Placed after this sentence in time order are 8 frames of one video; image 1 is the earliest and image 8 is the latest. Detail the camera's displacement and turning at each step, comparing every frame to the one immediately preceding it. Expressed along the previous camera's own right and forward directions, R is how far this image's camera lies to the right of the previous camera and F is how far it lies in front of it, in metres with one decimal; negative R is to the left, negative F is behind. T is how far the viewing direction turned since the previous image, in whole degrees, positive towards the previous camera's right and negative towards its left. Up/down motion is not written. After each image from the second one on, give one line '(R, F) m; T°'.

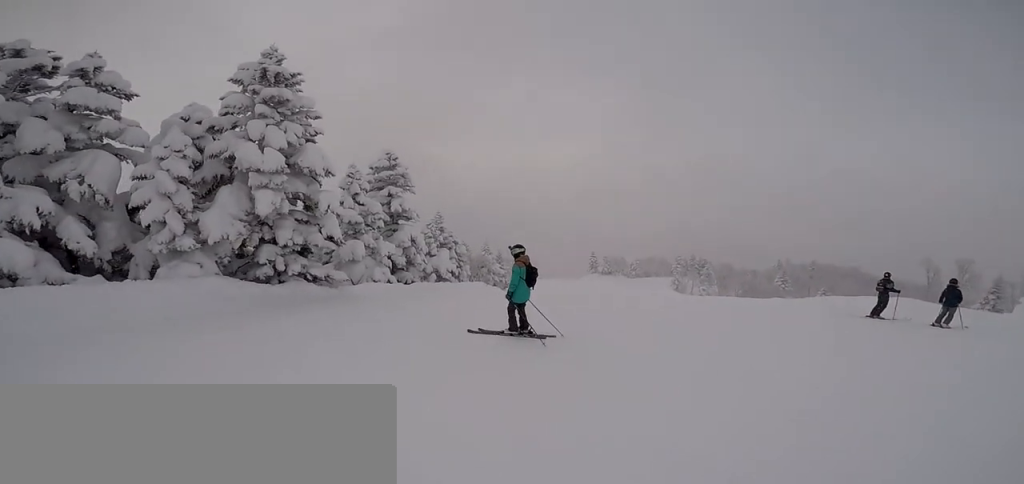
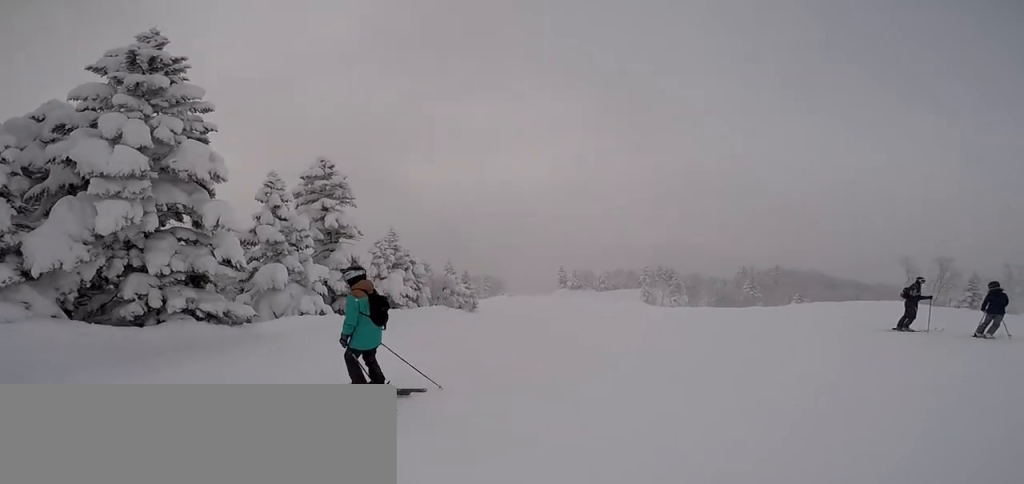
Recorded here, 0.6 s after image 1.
(0.0, +2.6) m; 0°
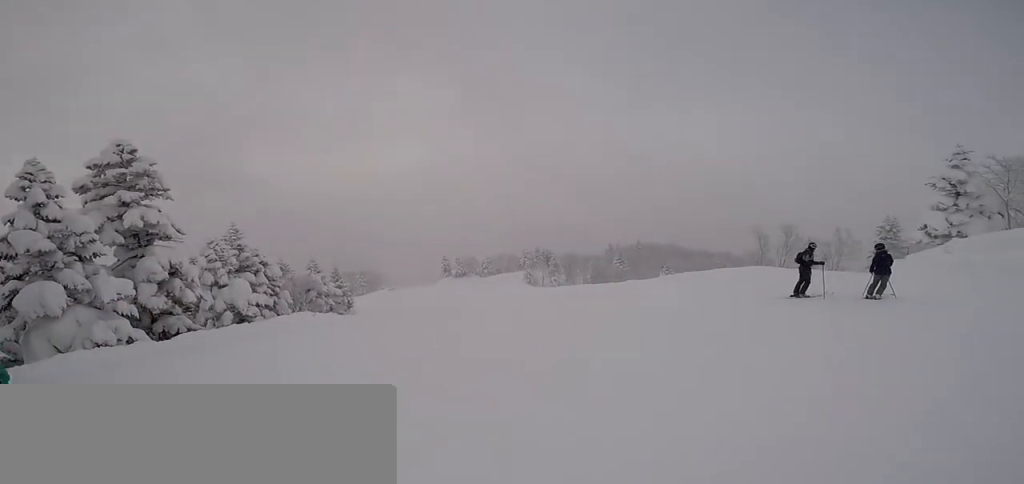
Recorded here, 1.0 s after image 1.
(0.0, +1.8) m; 0°
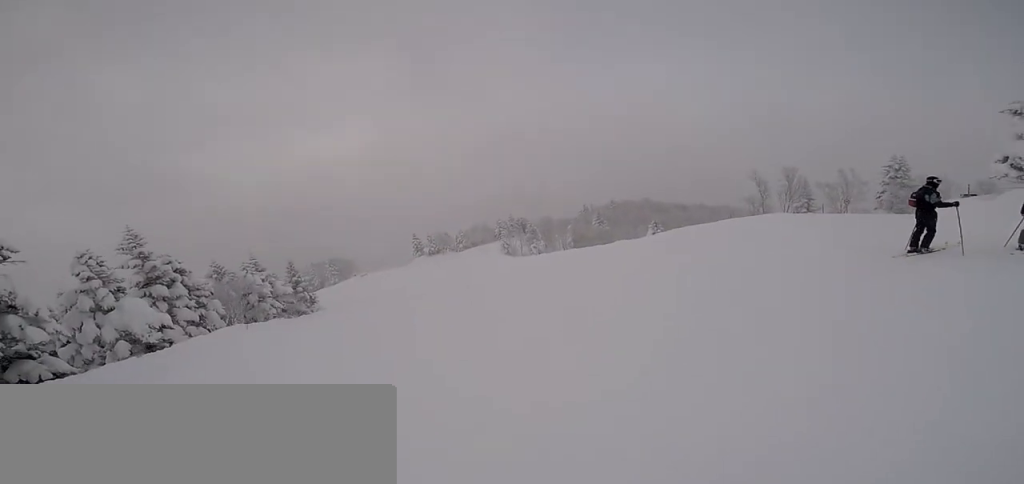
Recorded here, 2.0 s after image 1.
(0.0, +3.7) m; 0°
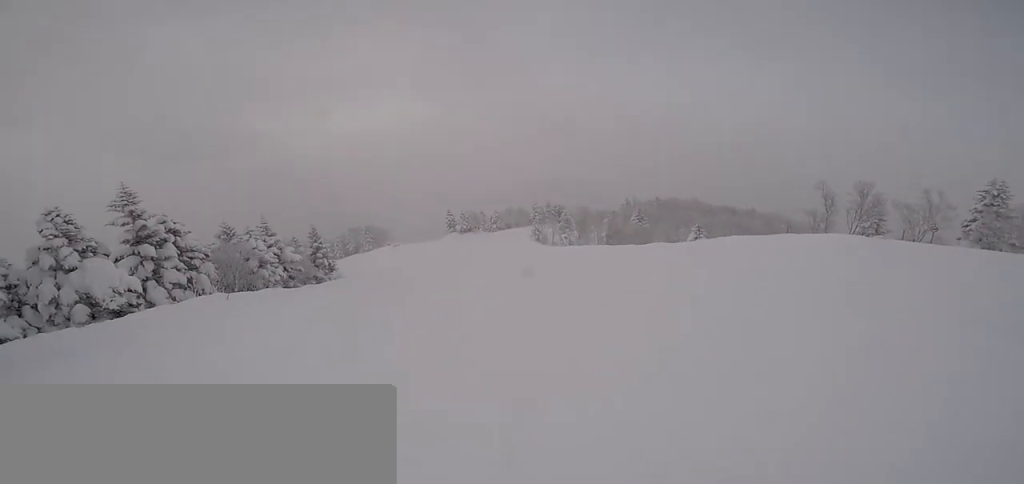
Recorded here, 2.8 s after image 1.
(0.0, +2.8) m; -1°
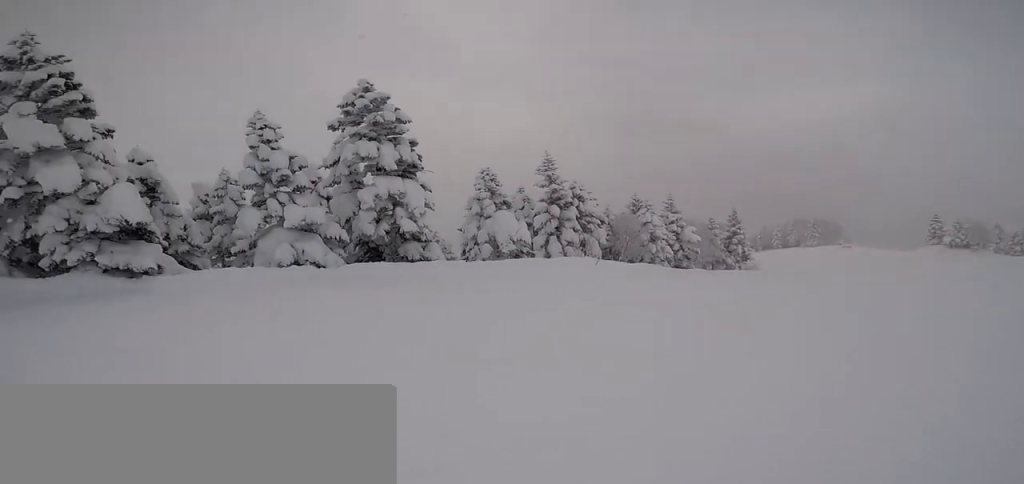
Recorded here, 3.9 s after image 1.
(-0.2, +3.4) m; -22°
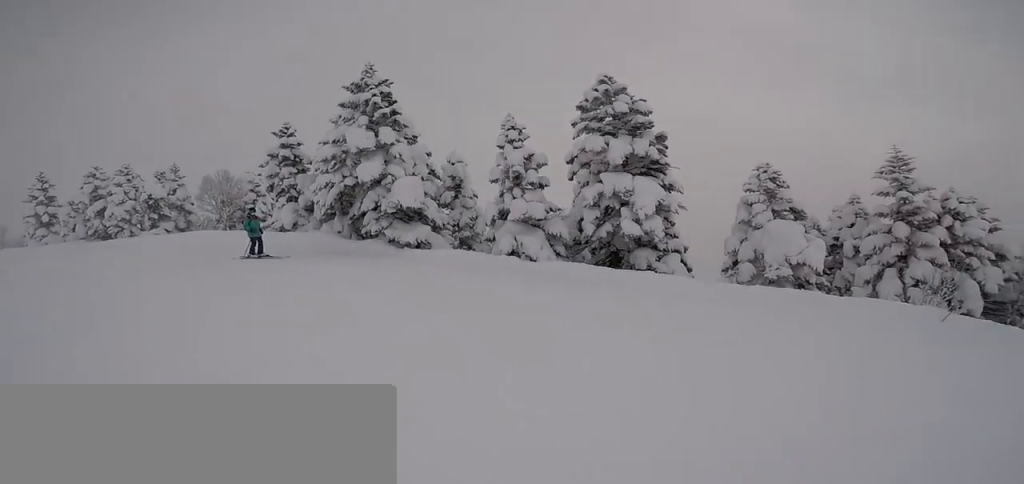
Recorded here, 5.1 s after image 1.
(-1.6, +3.4) m; -33°
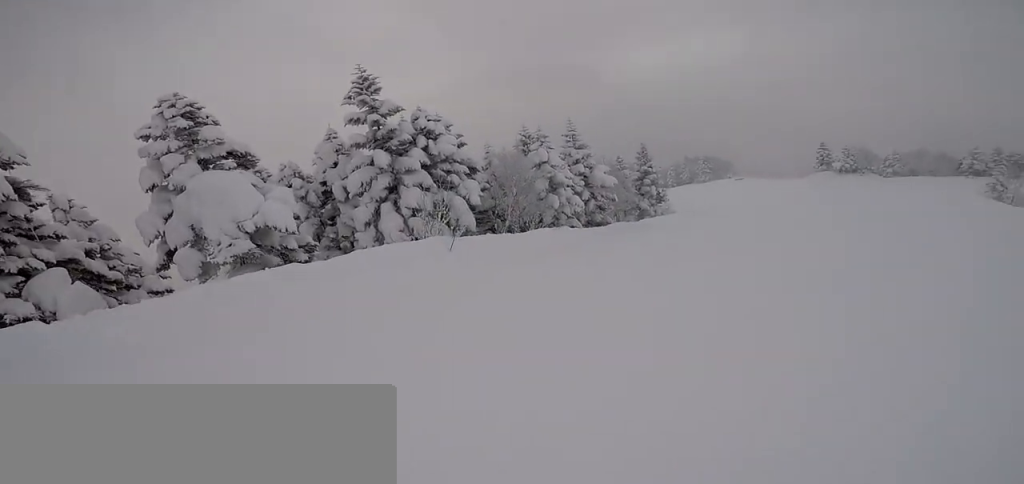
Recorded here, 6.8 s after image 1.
(+0.5, +5.6) m; +20°
